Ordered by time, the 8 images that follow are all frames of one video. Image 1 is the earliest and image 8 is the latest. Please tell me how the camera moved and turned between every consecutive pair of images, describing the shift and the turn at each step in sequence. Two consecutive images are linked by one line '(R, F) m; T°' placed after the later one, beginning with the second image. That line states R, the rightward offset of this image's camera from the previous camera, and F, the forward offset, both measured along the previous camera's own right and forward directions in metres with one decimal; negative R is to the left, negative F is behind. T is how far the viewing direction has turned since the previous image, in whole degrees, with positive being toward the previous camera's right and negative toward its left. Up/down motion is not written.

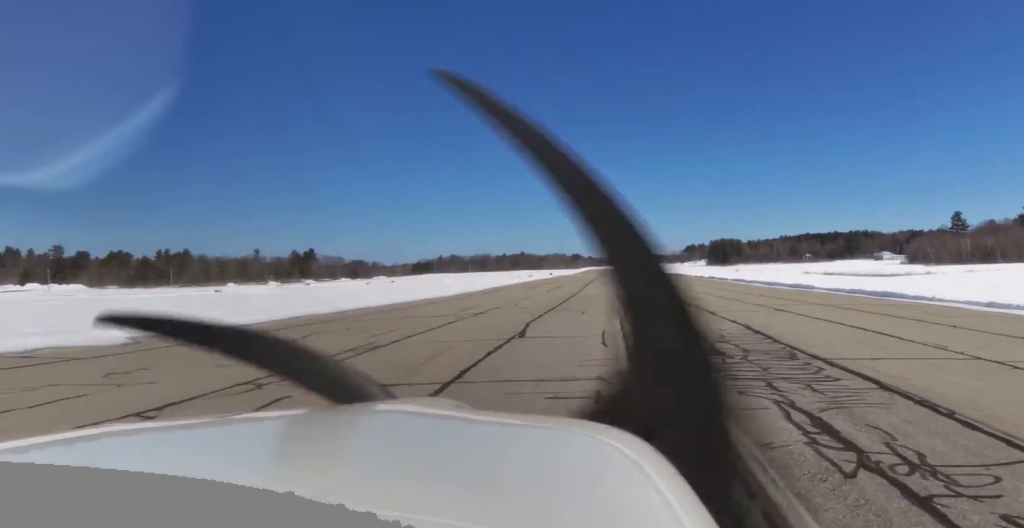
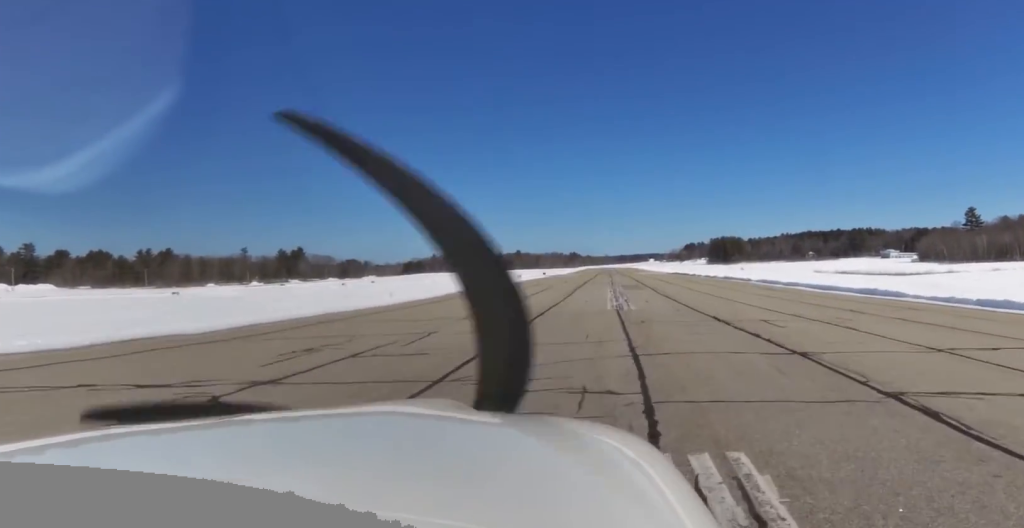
(0.0, +18.2) m; -1°
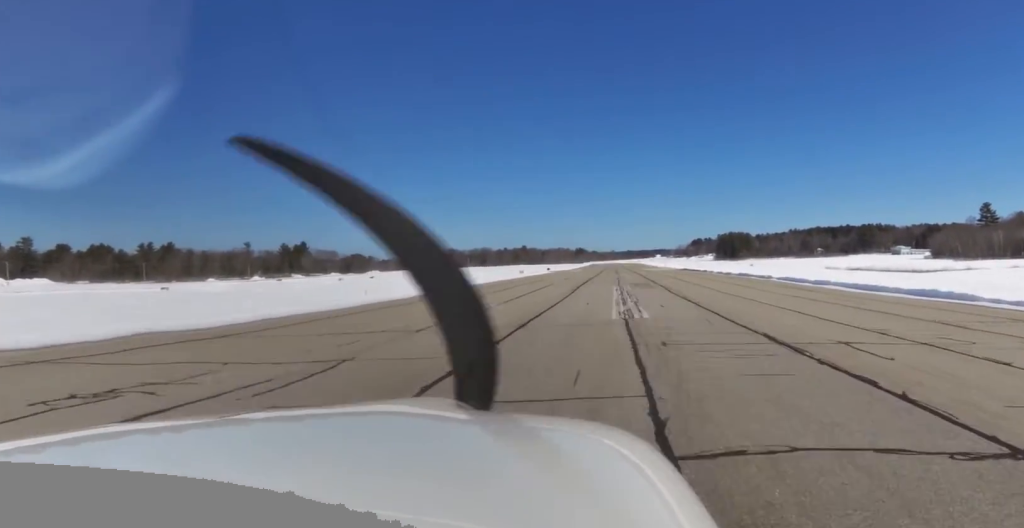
(0.0, +7.6) m; -2°
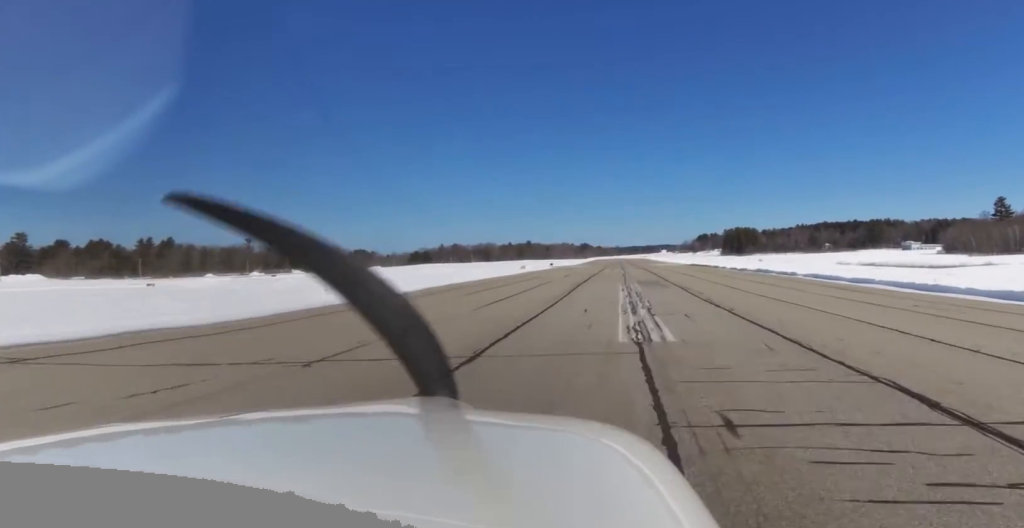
(-0.3, +8.1) m; -1°
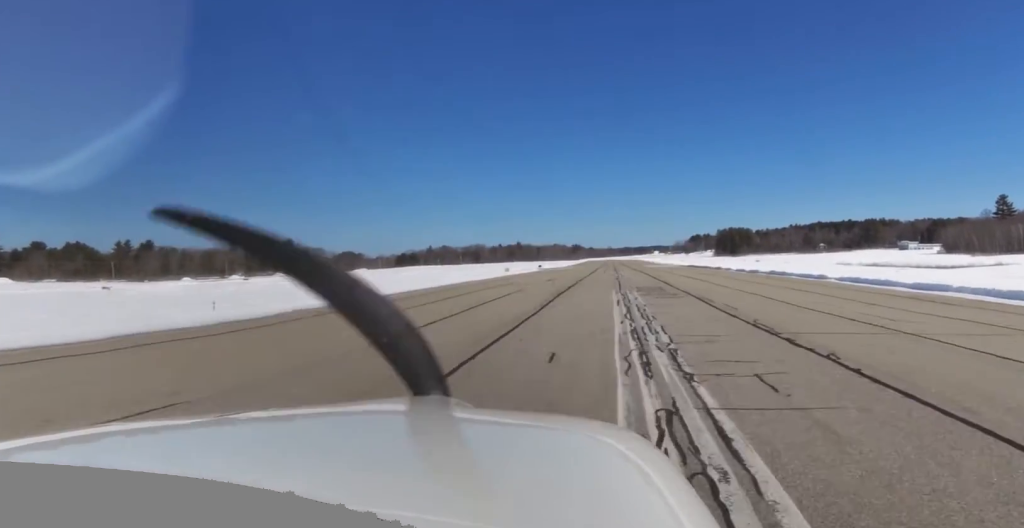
(0.0, +11.8) m; +2°
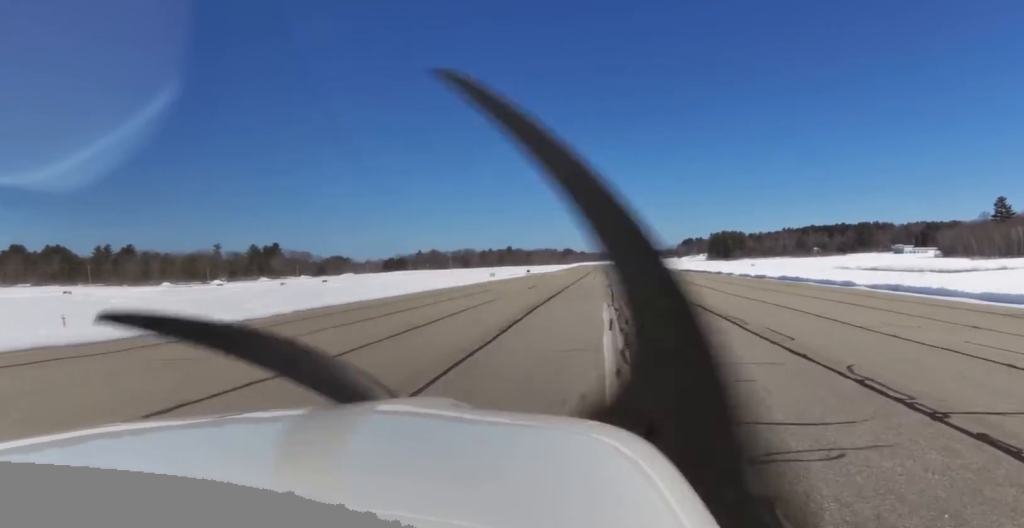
(+0.2, +8.4) m; +1°
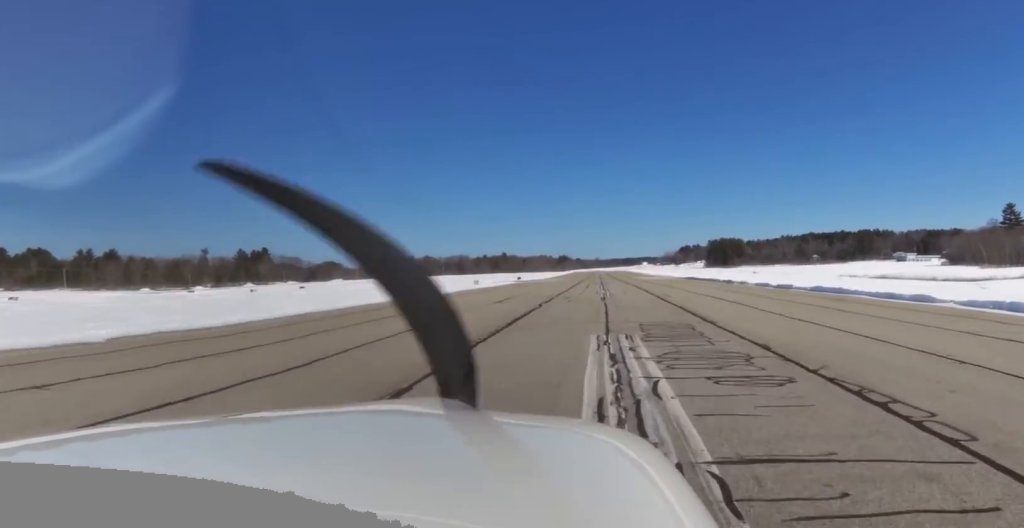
(0.0, +12.5) m; -1°
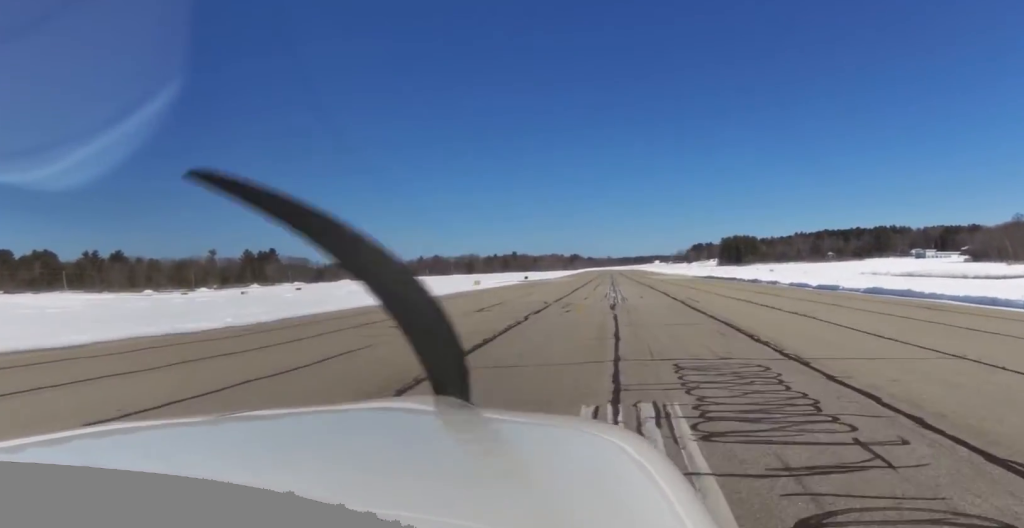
(-0.2, +9.7) m; -1°
